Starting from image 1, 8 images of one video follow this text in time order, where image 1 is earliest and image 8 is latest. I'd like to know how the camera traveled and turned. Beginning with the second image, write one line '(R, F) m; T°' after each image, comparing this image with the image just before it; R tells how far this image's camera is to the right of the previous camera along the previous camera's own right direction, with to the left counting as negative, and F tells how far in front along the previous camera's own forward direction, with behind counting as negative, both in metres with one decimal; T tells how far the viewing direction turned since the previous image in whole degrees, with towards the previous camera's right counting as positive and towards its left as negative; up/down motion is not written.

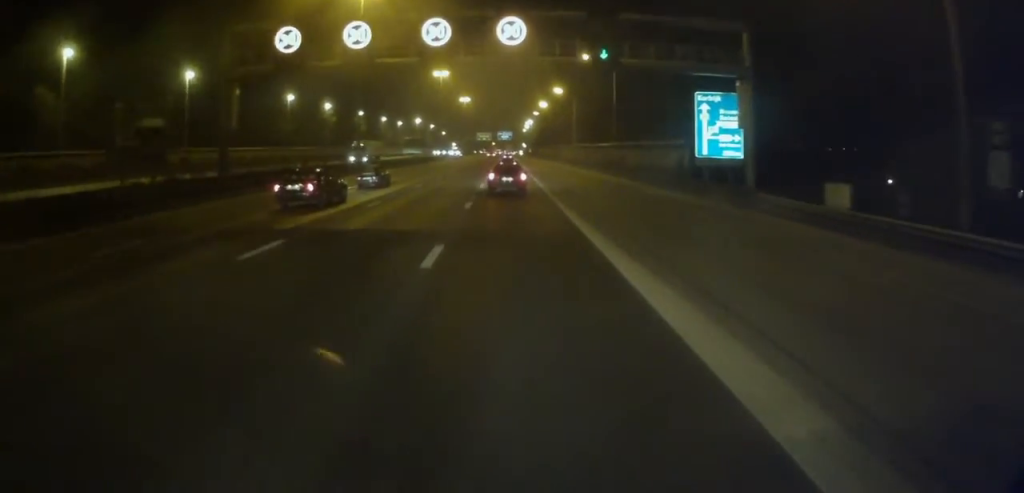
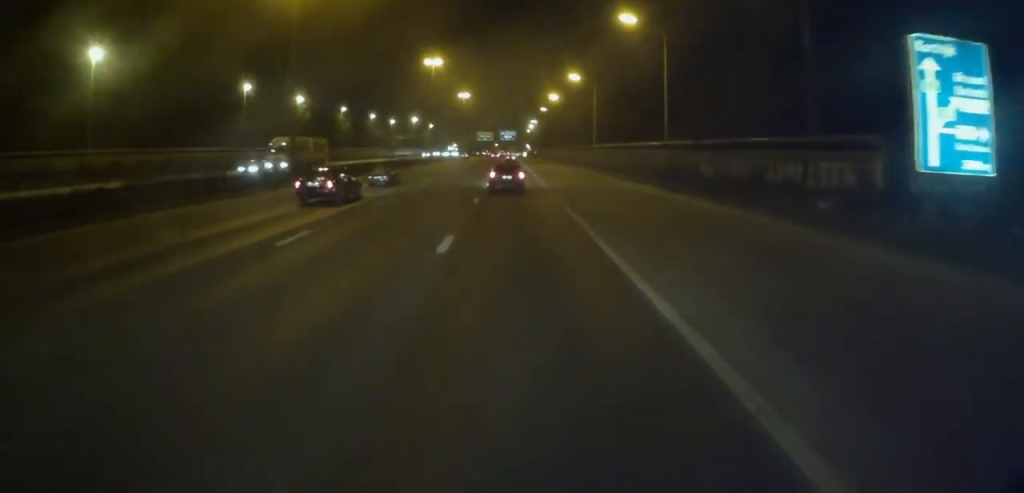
(+0.1, +22.6) m; 0°
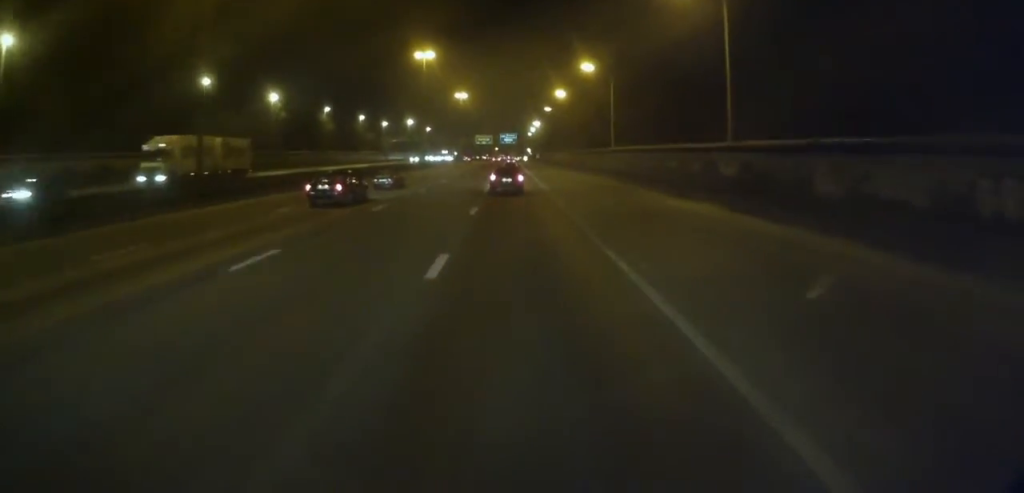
(0.0, +14.8) m; 0°
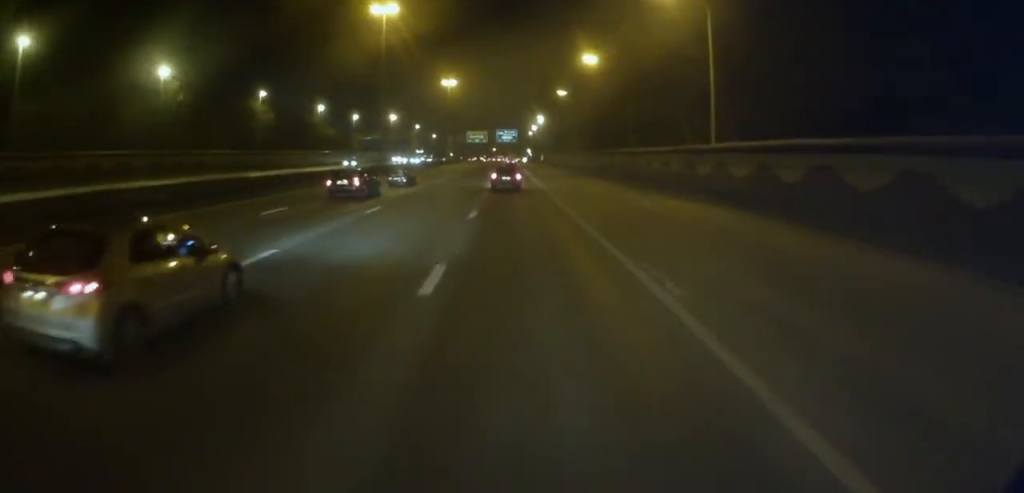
(-0.3, +37.8) m; -1°
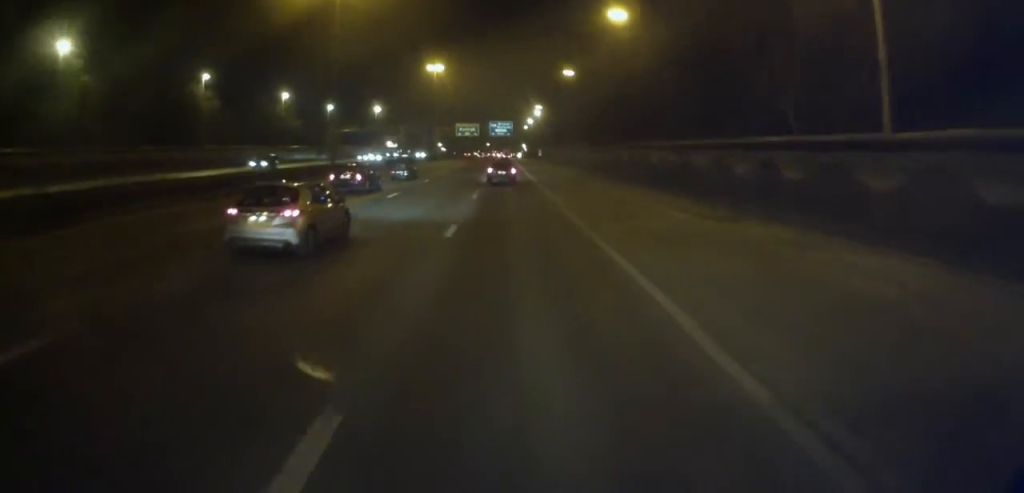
(0.0, +19.1) m; 0°
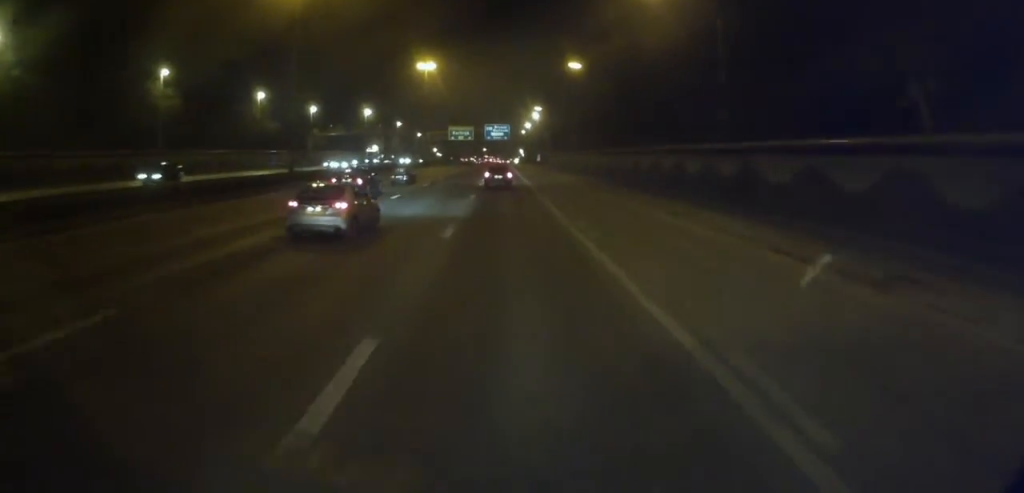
(0.0, +10.7) m; 0°
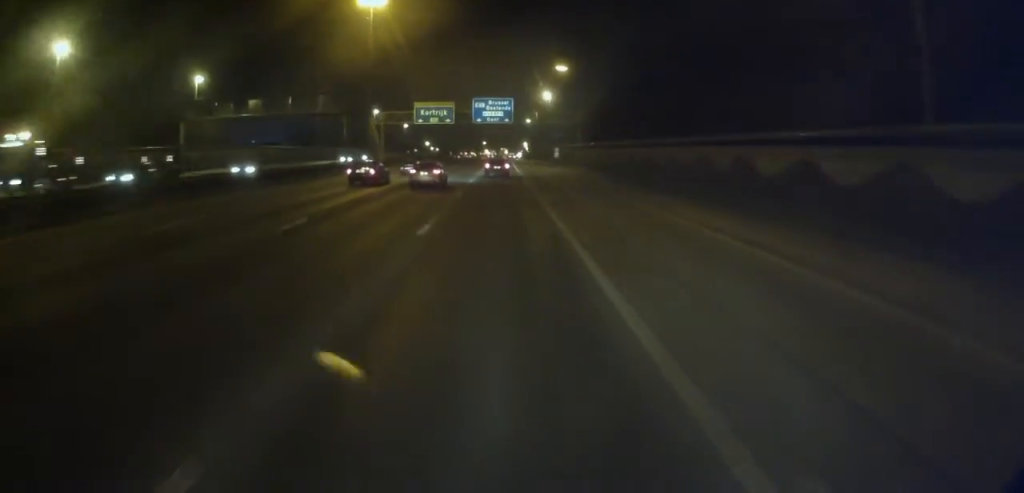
(+0.4, +54.7) m; +1°
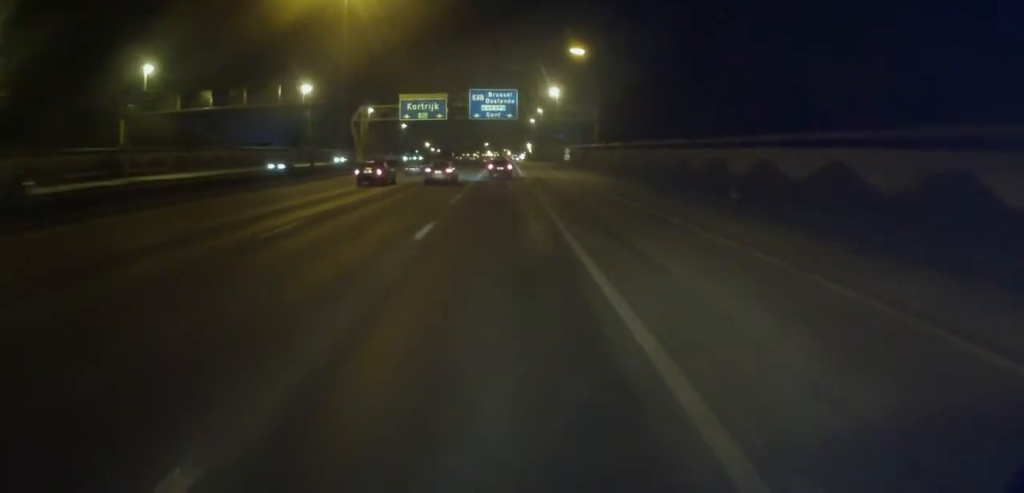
(+0.1, +14.7) m; 0°
